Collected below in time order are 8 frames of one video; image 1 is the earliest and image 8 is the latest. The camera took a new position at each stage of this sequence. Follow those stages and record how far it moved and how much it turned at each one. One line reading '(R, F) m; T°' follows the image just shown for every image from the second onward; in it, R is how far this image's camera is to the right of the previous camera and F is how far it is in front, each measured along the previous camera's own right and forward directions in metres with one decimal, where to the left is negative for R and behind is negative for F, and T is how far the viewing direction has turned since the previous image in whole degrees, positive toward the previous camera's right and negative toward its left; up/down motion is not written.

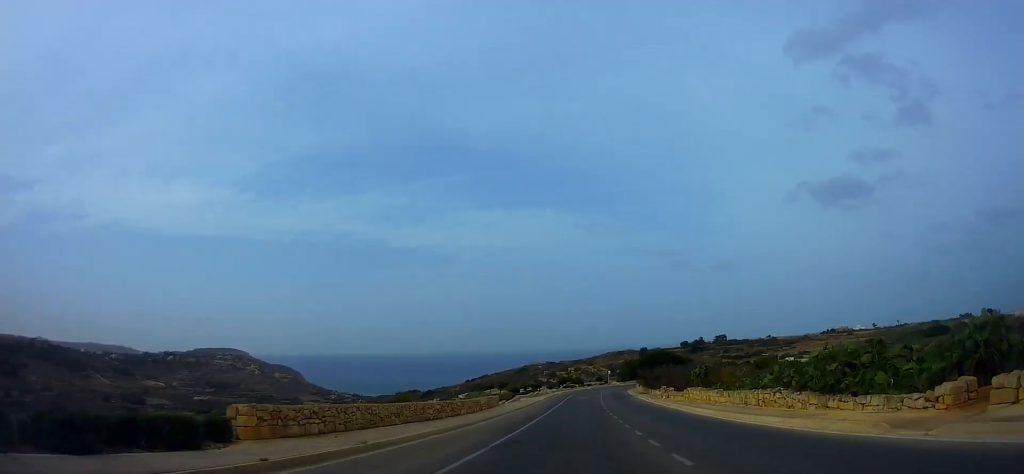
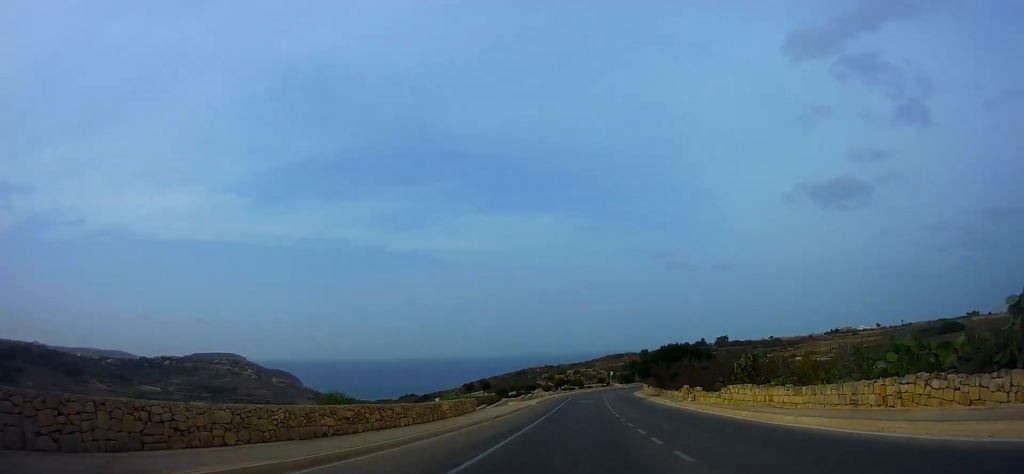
(-0.2, +10.3) m; +1°
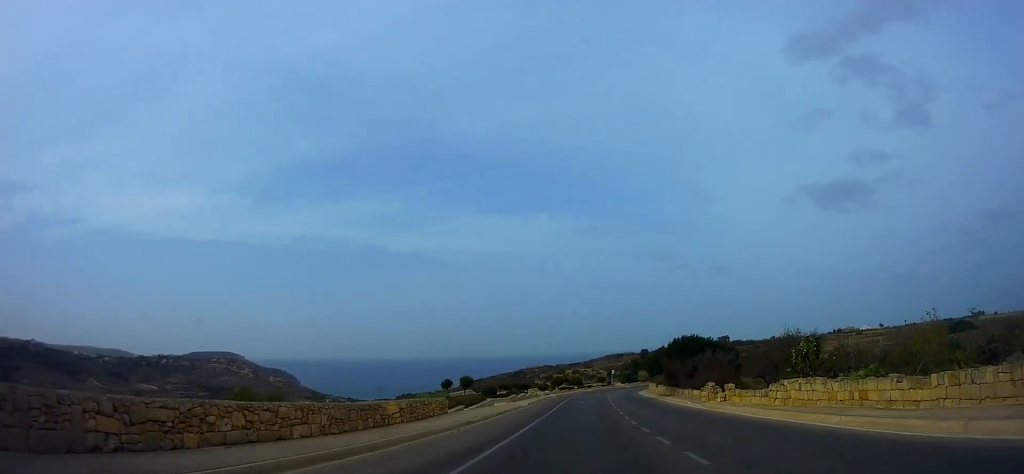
(+0.3, +7.6) m; 0°
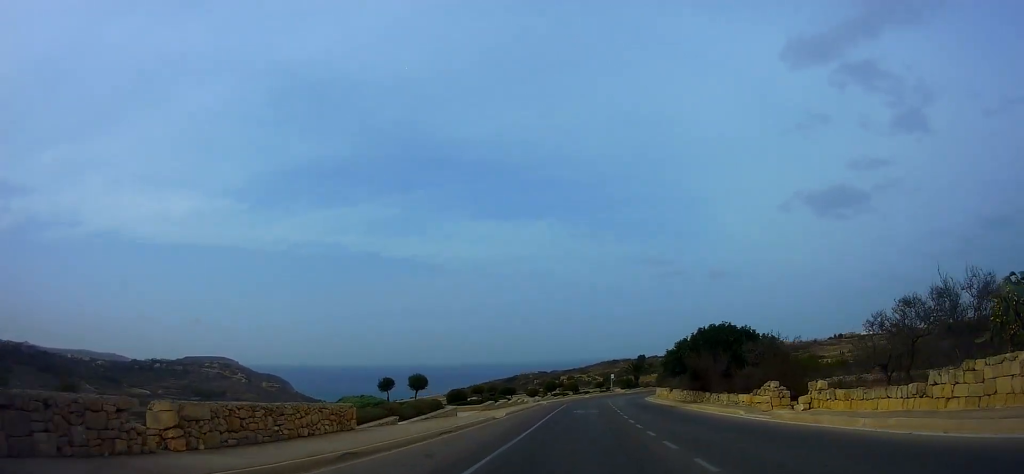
(+0.4, +11.4) m; 0°
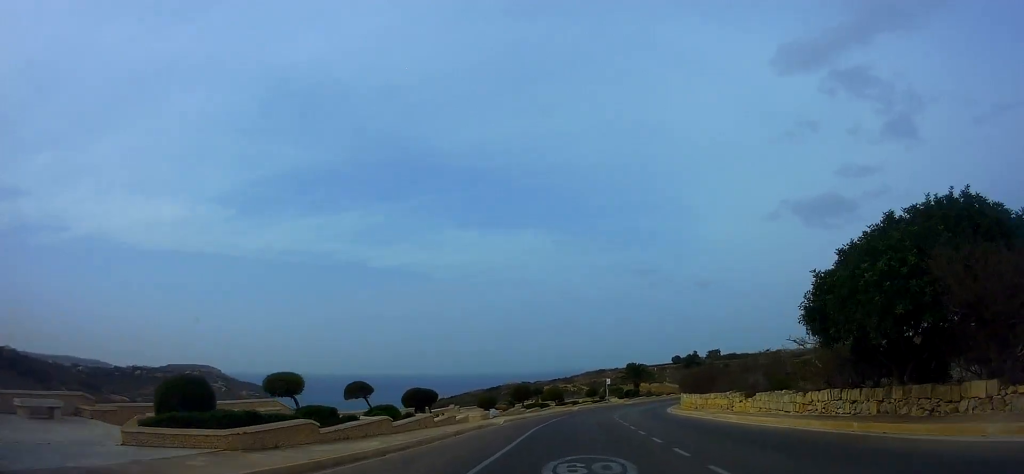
(-0.6, +25.4) m; +1°
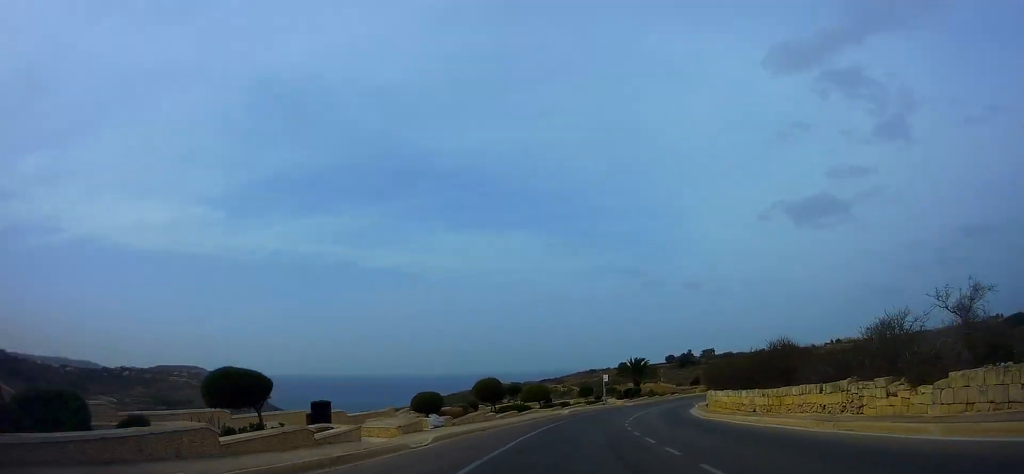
(+0.3, +13.9) m; +2°
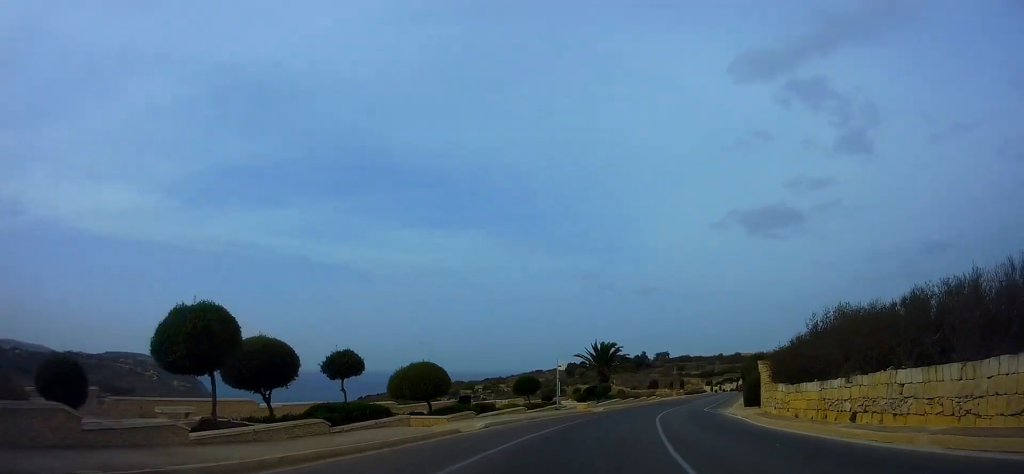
(0.0, +25.2) m; +2°
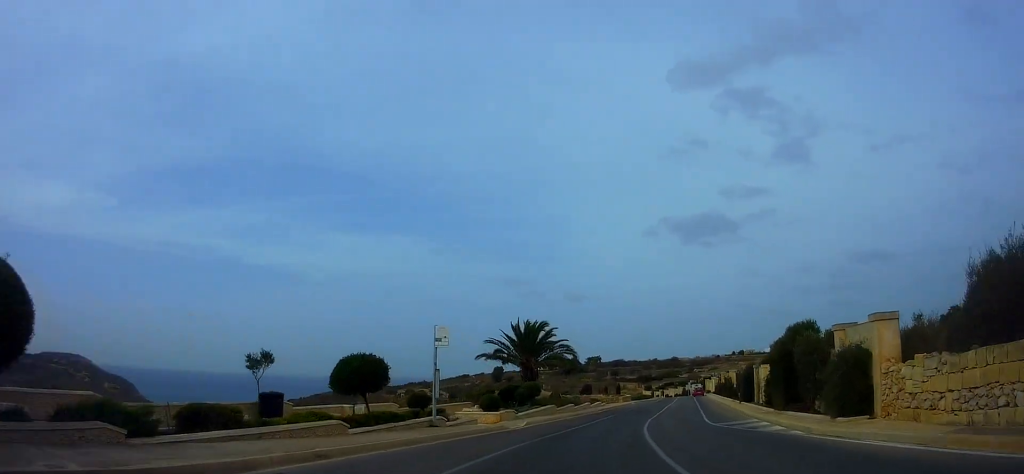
(+1.1, +17.5) m; +5°
